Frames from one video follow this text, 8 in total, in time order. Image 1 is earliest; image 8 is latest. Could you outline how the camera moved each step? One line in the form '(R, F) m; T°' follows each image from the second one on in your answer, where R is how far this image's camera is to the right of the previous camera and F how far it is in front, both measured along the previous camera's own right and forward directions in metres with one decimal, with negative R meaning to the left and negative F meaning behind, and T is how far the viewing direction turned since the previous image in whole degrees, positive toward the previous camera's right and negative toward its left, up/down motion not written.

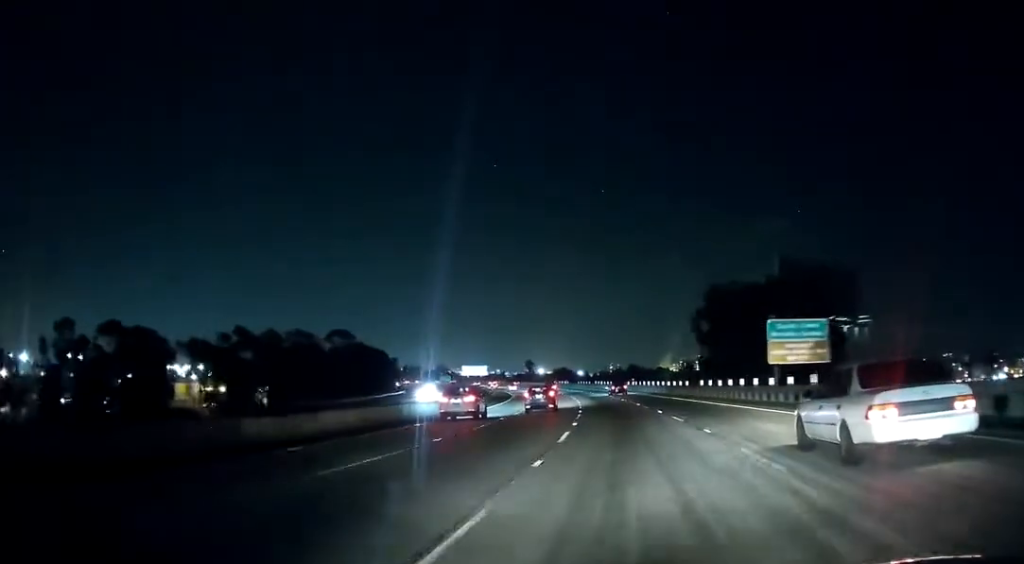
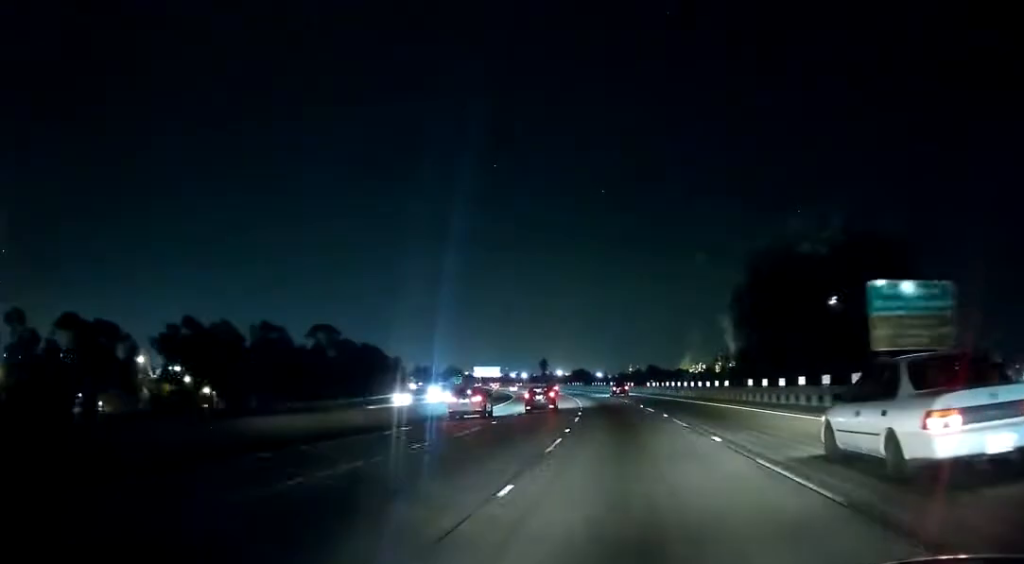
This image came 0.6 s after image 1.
(+0.5, +16.7) m; -1°
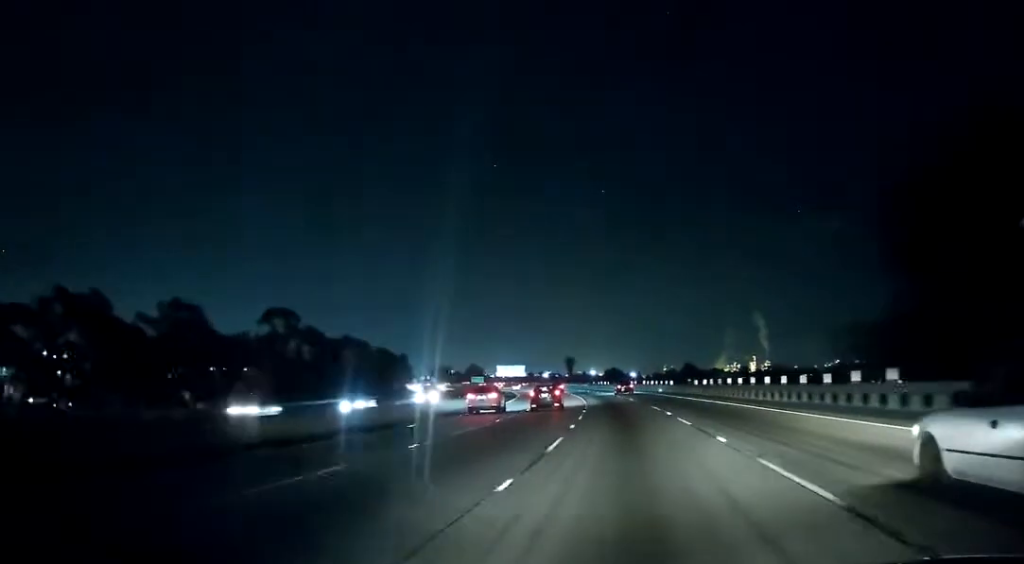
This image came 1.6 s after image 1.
(-0.8, +29.7) m; -2°
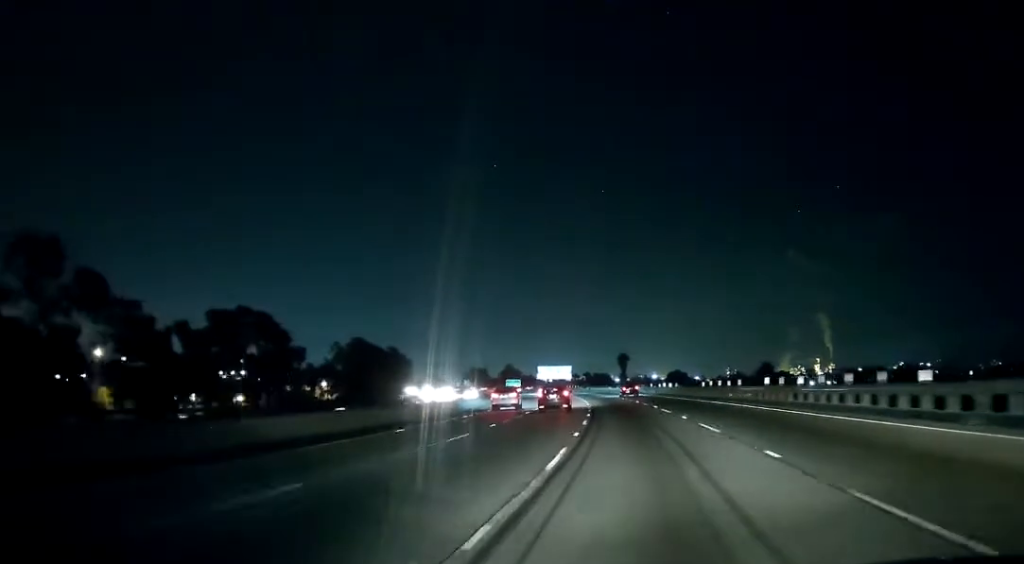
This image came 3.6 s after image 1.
(-3.3, +62.2) m; -6°
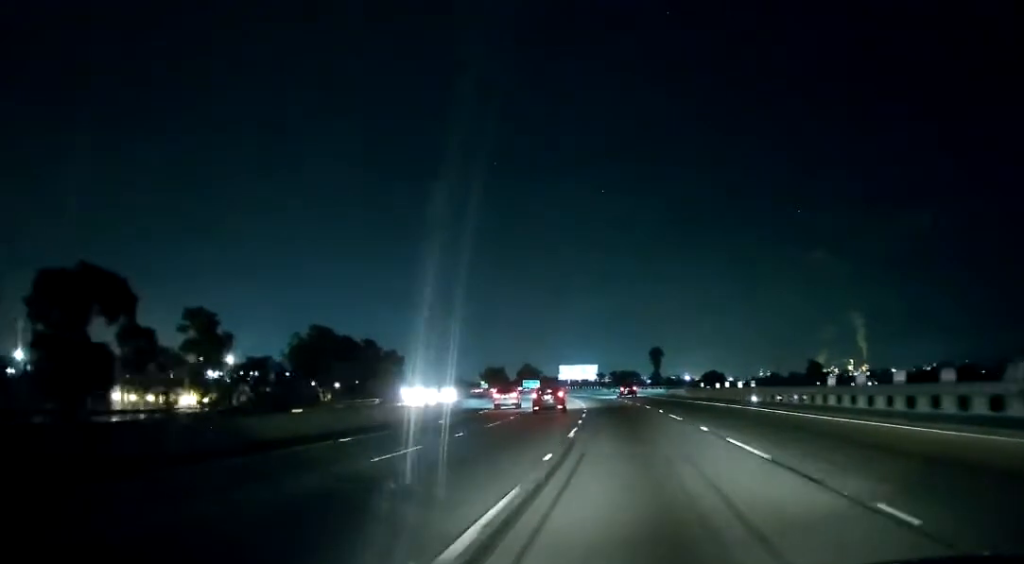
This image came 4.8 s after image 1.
(-0.4, +35.7) m; -3°
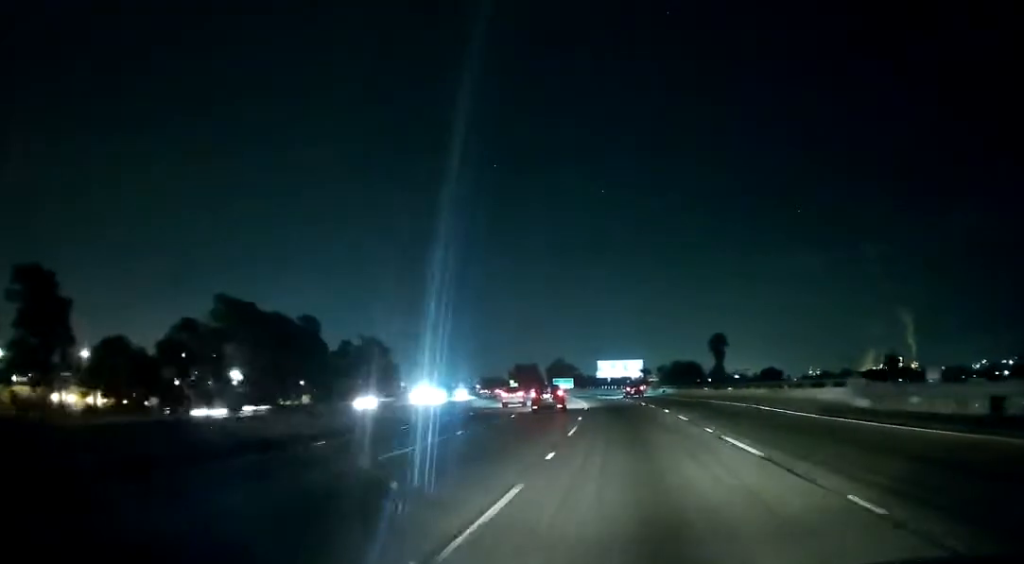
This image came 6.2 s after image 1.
(-2.0, +43.2) m; -3°
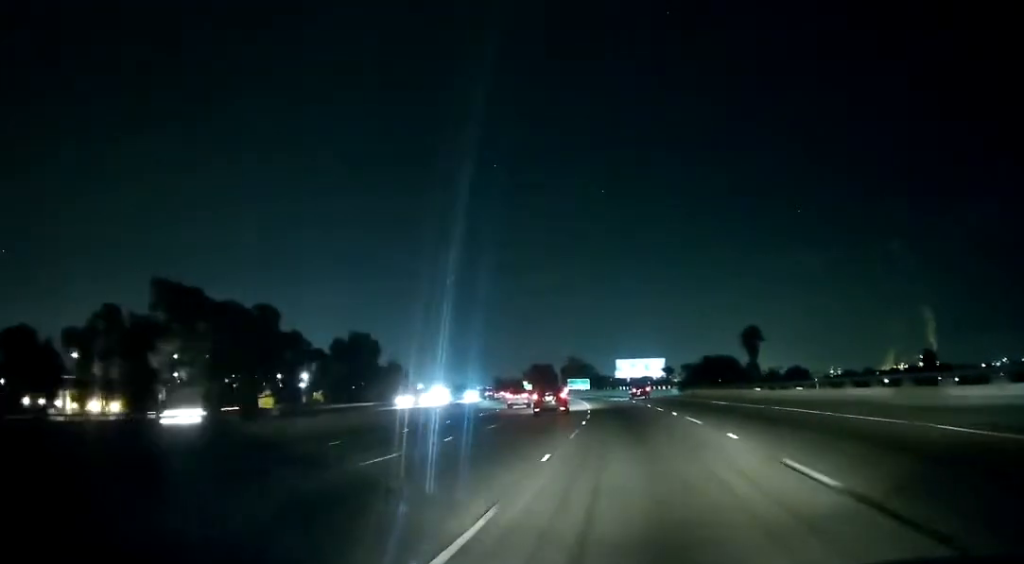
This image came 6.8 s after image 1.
(+0.2, +17.6) m; -1°
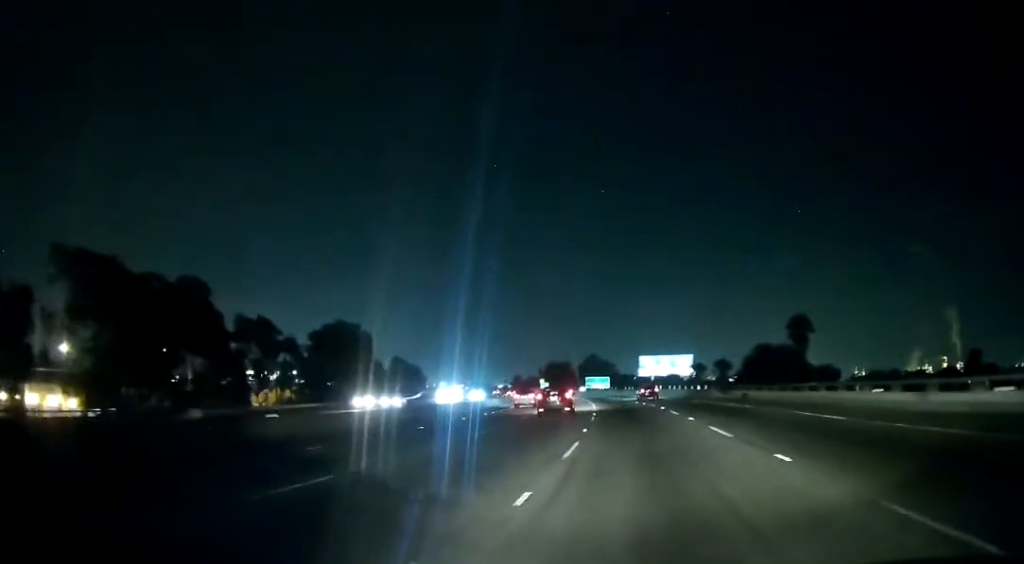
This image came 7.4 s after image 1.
(-0.4, +18.9) m; -2°
